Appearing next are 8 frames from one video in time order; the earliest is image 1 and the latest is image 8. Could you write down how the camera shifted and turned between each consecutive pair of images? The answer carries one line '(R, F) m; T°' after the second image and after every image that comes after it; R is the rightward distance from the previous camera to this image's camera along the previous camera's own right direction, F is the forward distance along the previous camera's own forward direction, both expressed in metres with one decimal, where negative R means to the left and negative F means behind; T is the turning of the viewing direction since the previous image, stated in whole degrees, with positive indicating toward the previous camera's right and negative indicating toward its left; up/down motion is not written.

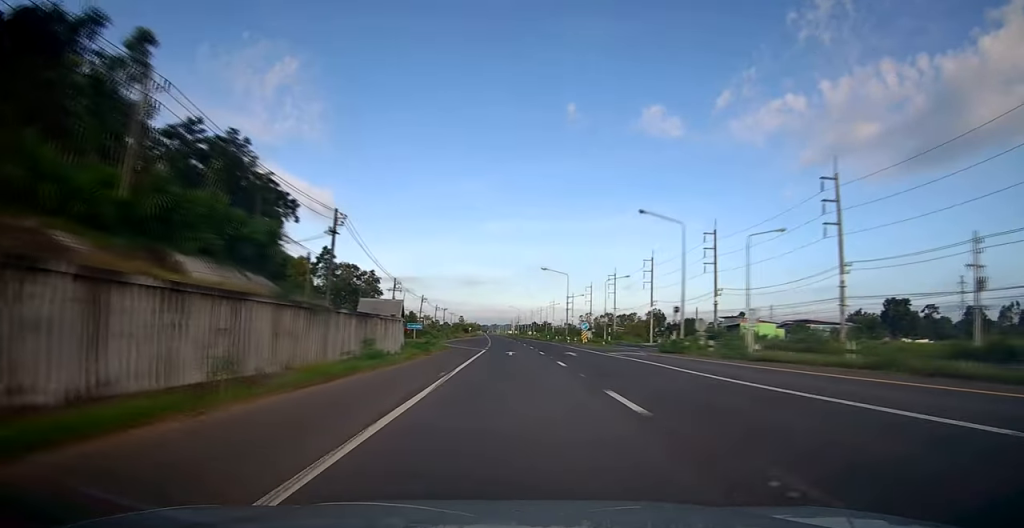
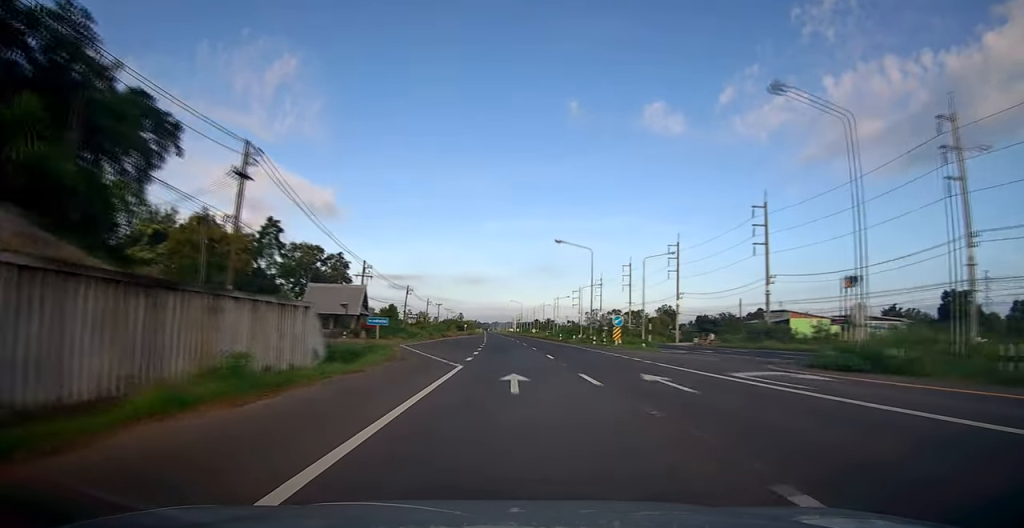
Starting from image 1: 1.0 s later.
(0.0, +19.6) m; 0°
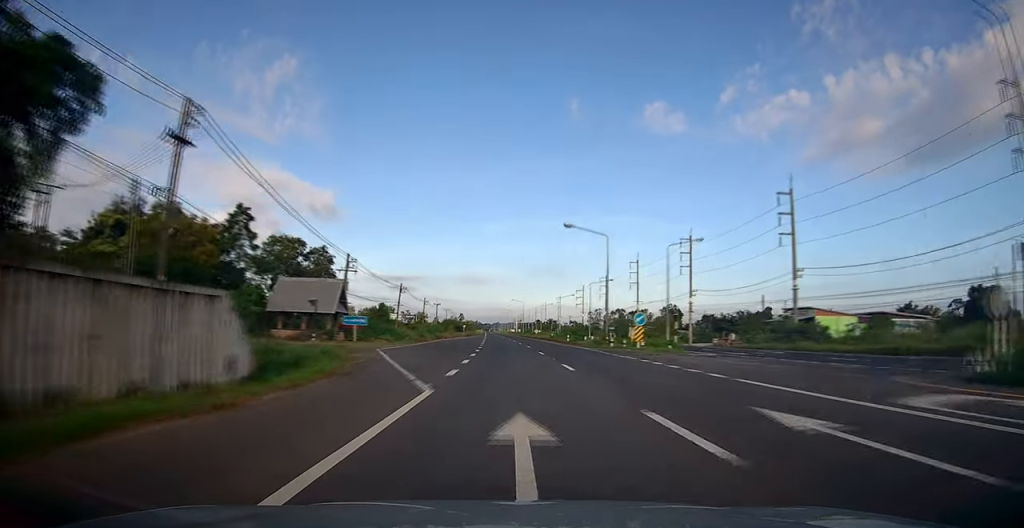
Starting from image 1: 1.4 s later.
(0.0, +7.5) m; 0°
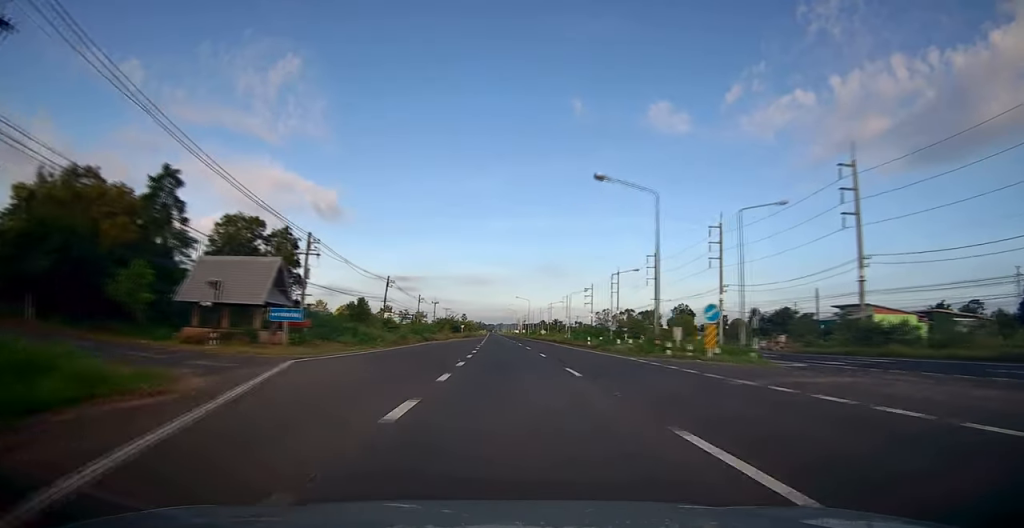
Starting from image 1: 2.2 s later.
(0.0, +13.6) m; -1°
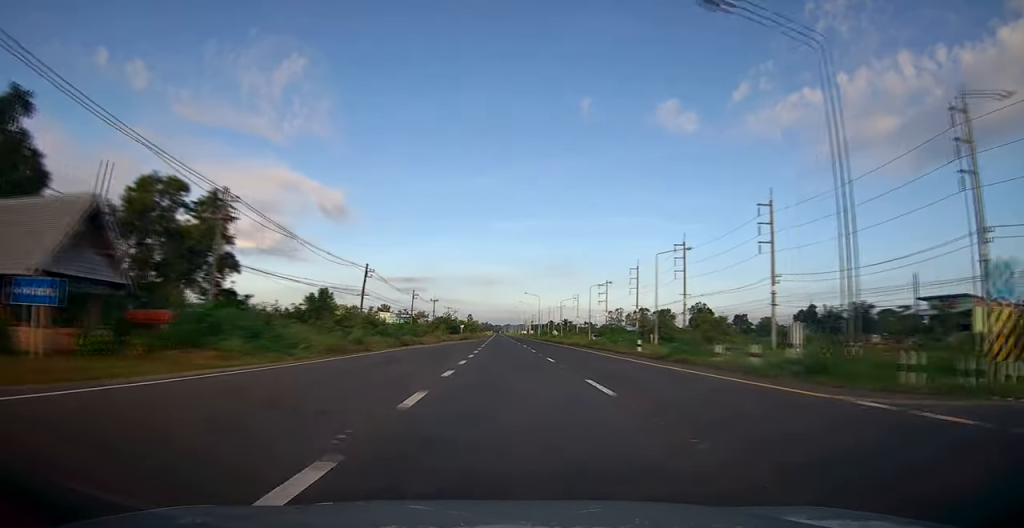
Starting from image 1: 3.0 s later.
(-0.2, +16.7) m; -1°
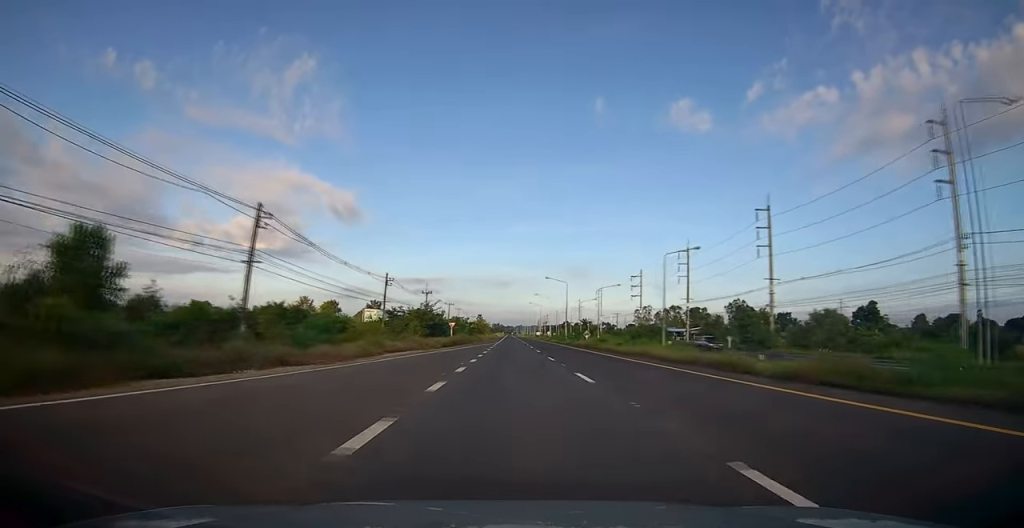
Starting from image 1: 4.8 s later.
(-0.1, +33.3) m; 0°
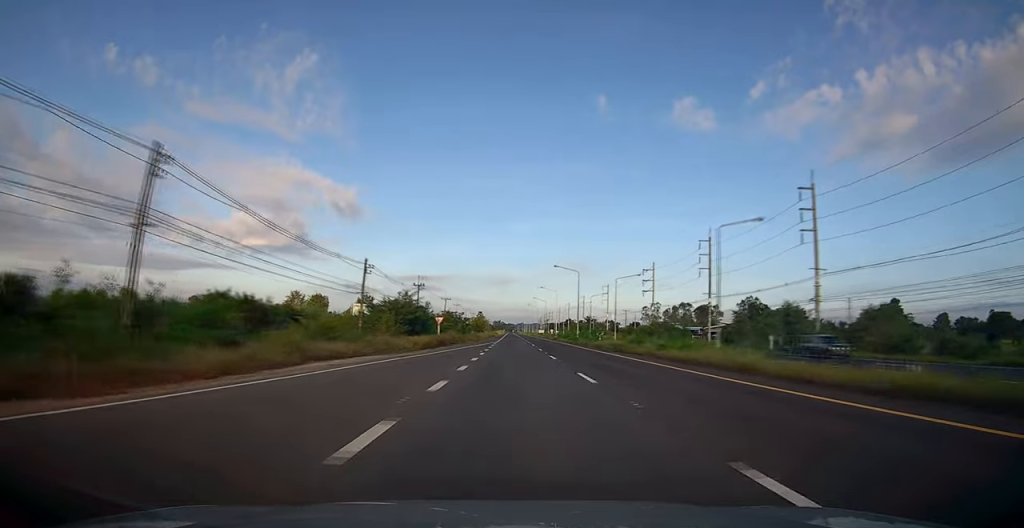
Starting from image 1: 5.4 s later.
(-0.1, +12.0) m; 0°
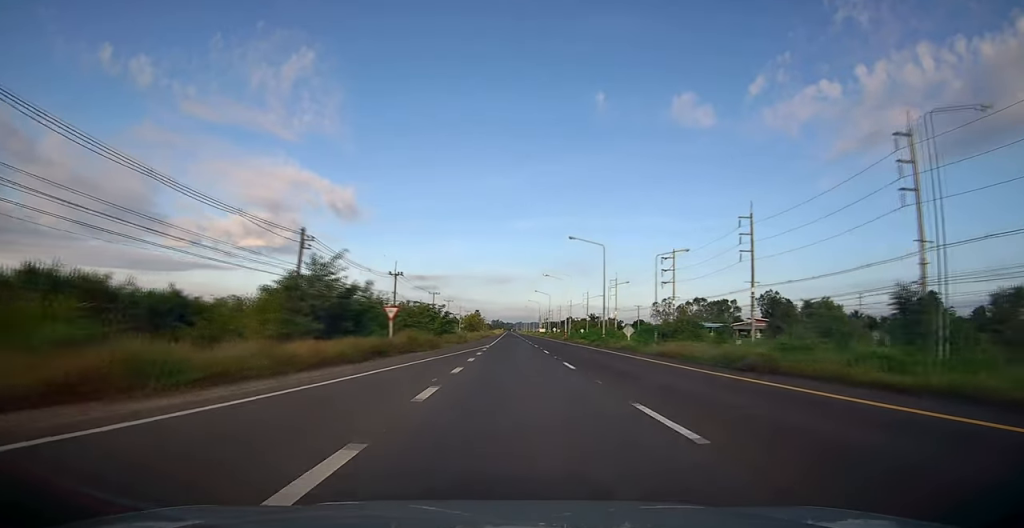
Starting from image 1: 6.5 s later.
(0.0, +19.6) m; -1°
